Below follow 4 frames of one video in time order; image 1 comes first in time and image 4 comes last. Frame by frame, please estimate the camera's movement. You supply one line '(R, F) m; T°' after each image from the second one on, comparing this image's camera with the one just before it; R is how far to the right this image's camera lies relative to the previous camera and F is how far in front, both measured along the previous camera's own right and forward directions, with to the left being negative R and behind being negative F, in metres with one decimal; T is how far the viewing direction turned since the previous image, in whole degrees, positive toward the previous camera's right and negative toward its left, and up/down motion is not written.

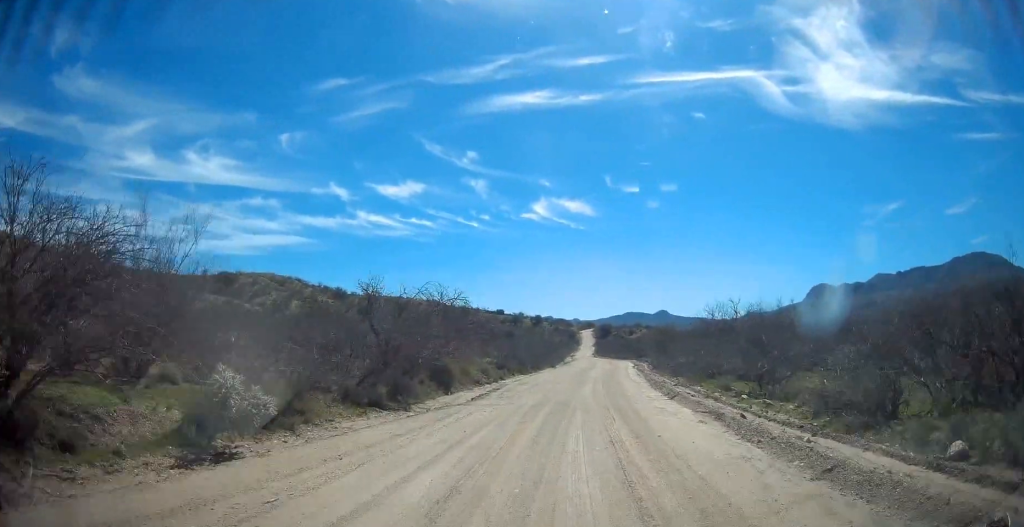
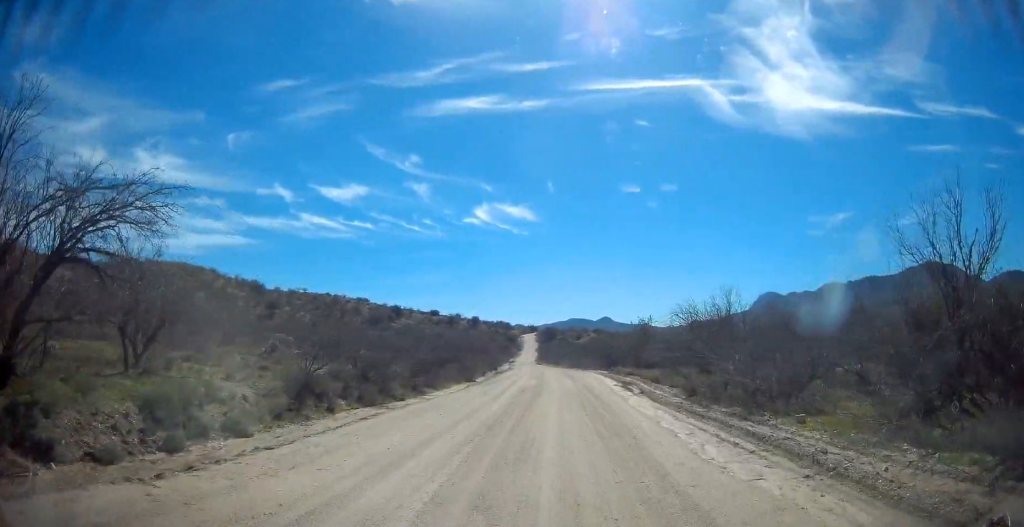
(+0.7, +27.6) m; +3°
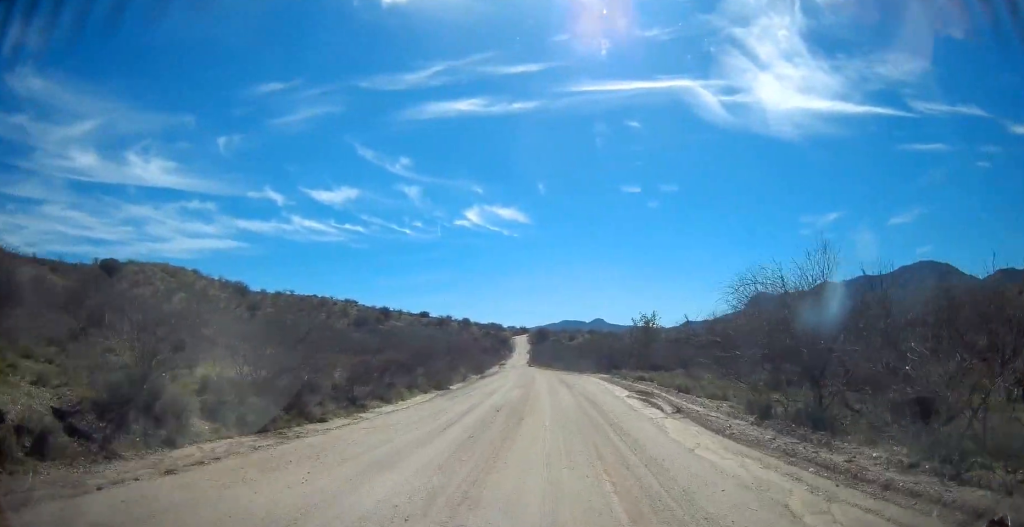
(+0.1, +7.5) m; +2°
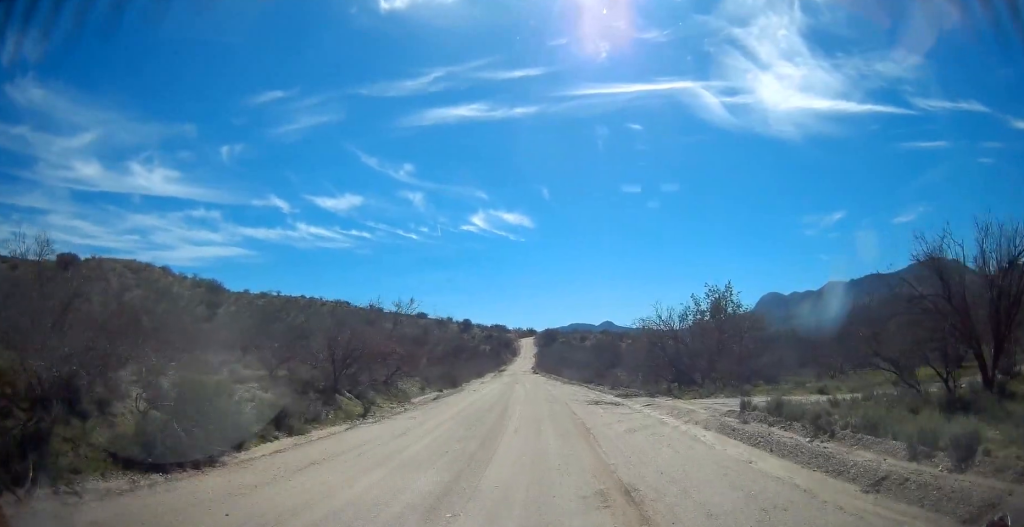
(+0.6, +24.9) m; -2°
